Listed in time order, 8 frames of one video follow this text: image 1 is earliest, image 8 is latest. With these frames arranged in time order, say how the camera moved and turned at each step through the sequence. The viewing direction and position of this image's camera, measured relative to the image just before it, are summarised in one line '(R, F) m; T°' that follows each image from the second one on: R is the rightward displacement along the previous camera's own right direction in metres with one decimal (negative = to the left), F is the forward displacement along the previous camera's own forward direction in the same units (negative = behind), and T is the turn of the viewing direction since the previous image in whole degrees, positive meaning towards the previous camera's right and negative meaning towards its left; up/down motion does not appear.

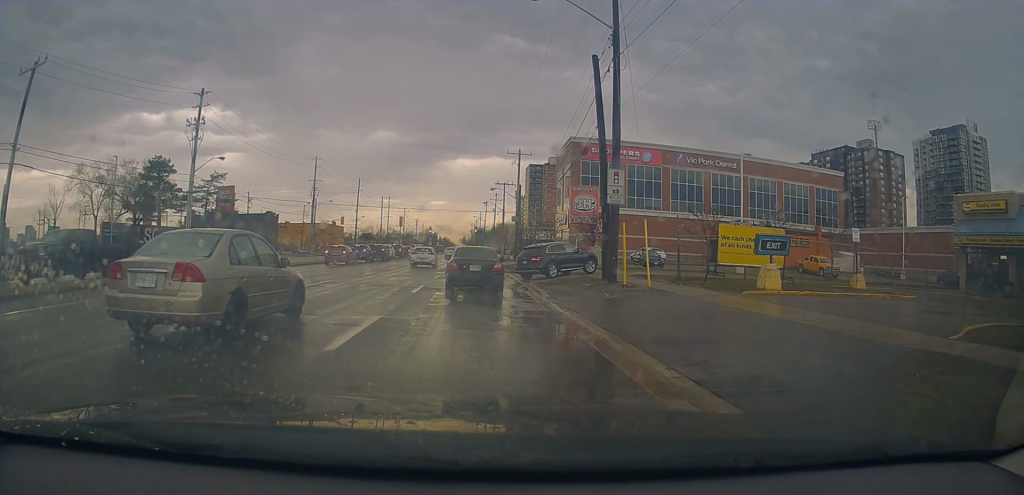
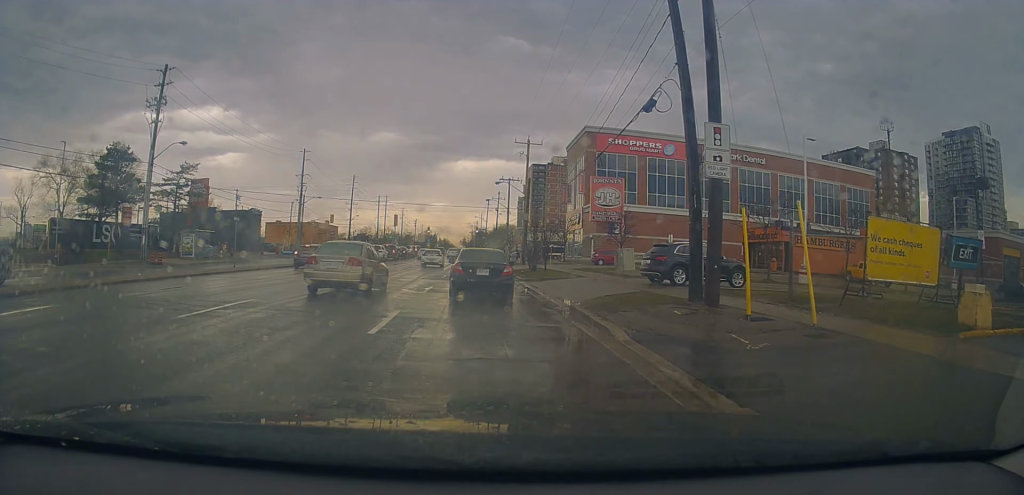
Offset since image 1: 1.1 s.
(-0.3, +8.2) m; -2°
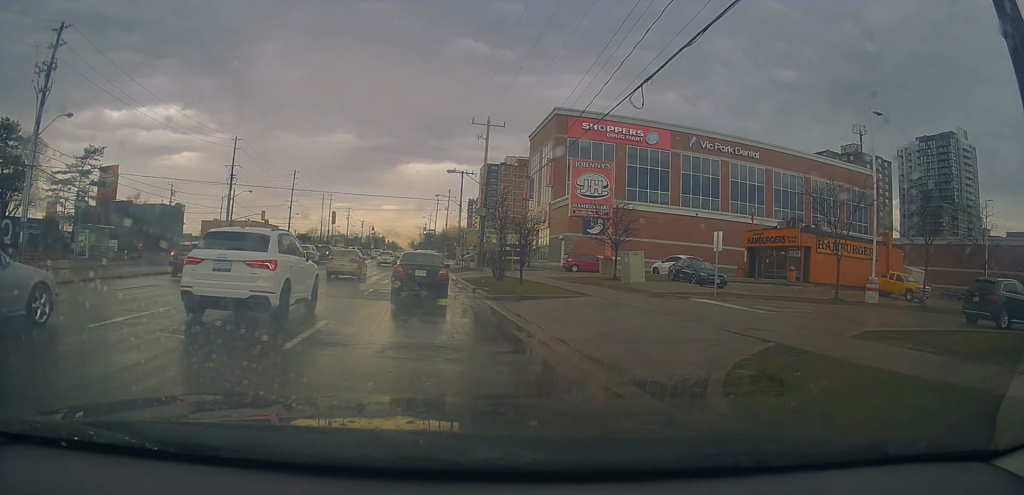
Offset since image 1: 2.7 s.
(+0.6, +10.3) m; +11°
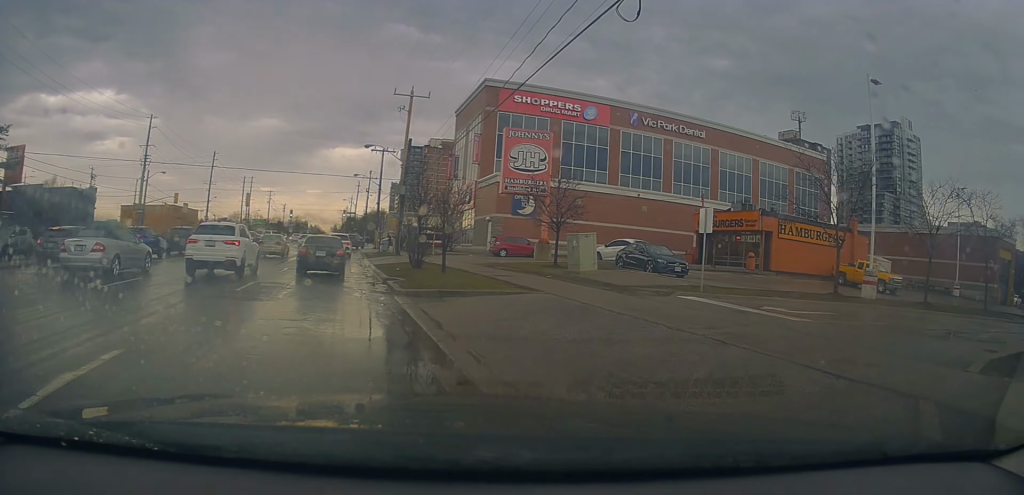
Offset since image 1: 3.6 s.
(+0.3, +4.6) m; +11°
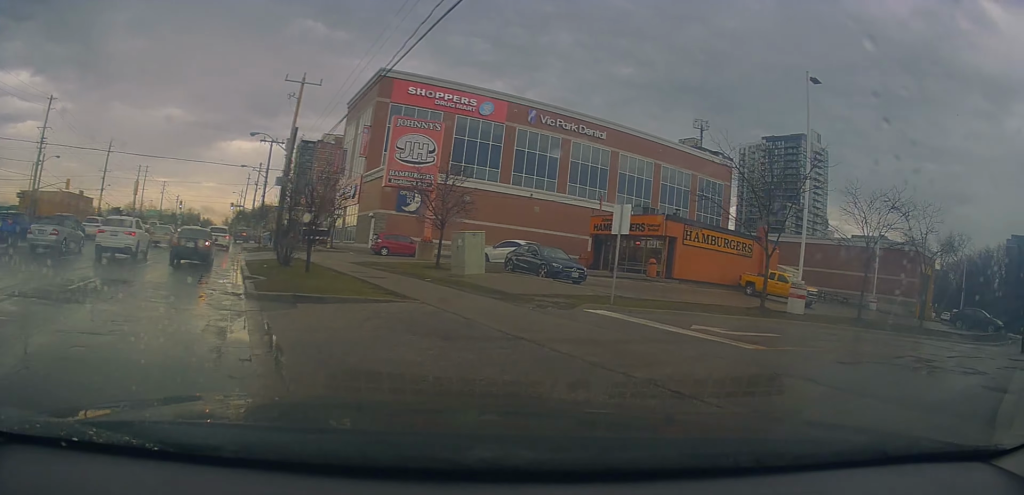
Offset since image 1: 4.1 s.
(0.0, +2.5) m; +12°
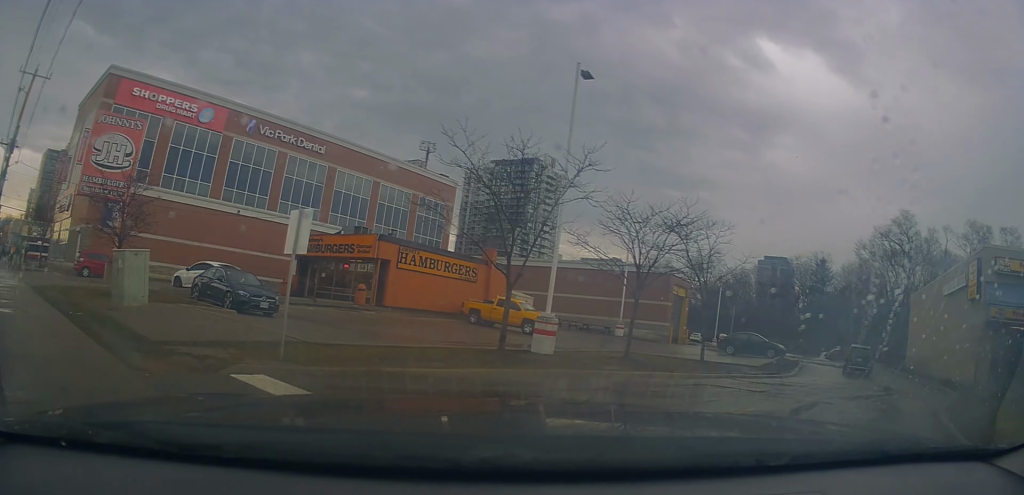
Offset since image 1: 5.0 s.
(+1.1, +3.7) m; +29°
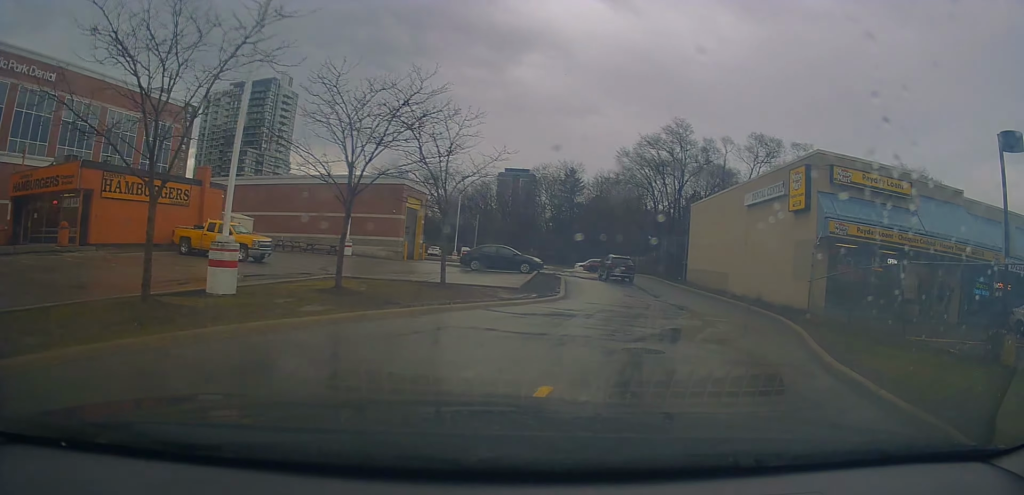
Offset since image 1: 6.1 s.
(+1.0, +4.3) m; +23°
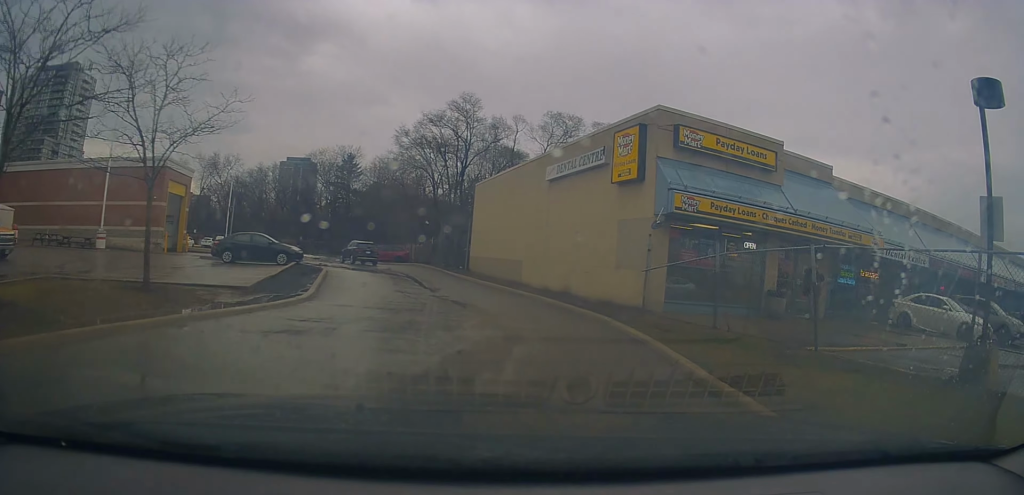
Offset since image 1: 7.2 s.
(+0.7, +4.4) m; +16°
